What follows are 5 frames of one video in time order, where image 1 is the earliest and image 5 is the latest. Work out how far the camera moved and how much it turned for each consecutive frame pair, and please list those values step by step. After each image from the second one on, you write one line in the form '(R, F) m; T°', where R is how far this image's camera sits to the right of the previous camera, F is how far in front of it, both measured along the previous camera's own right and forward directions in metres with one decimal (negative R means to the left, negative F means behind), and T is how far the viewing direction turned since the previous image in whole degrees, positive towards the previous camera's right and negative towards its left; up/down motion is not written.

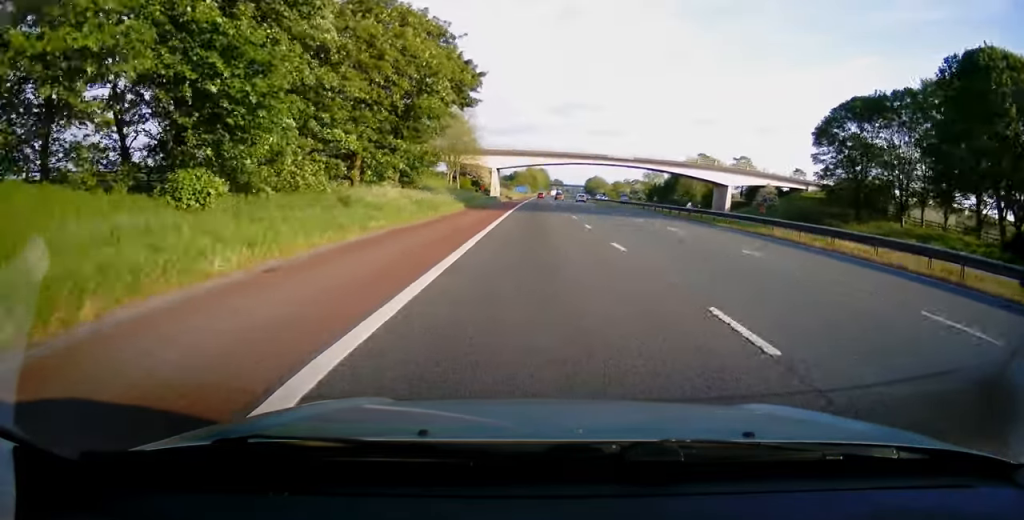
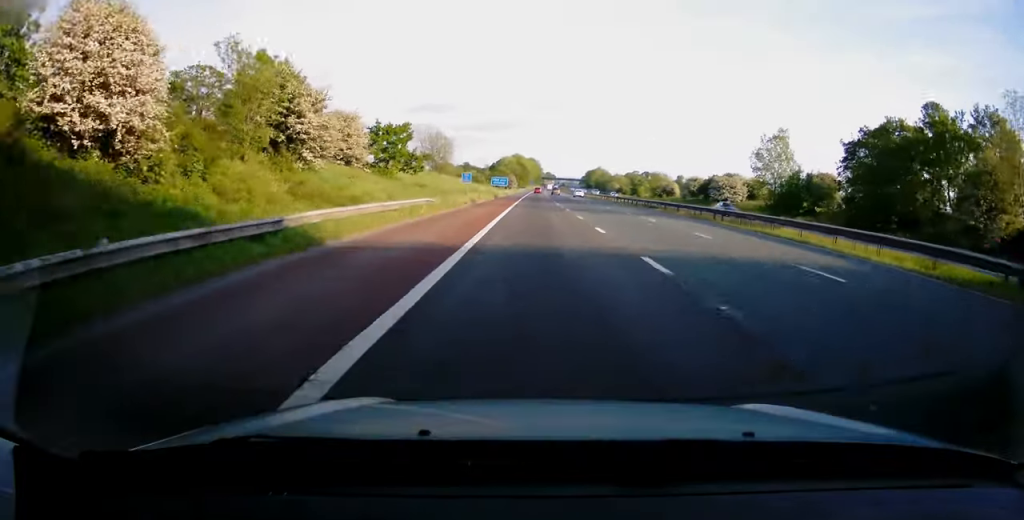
(+0.8, +102.4) m; +1°
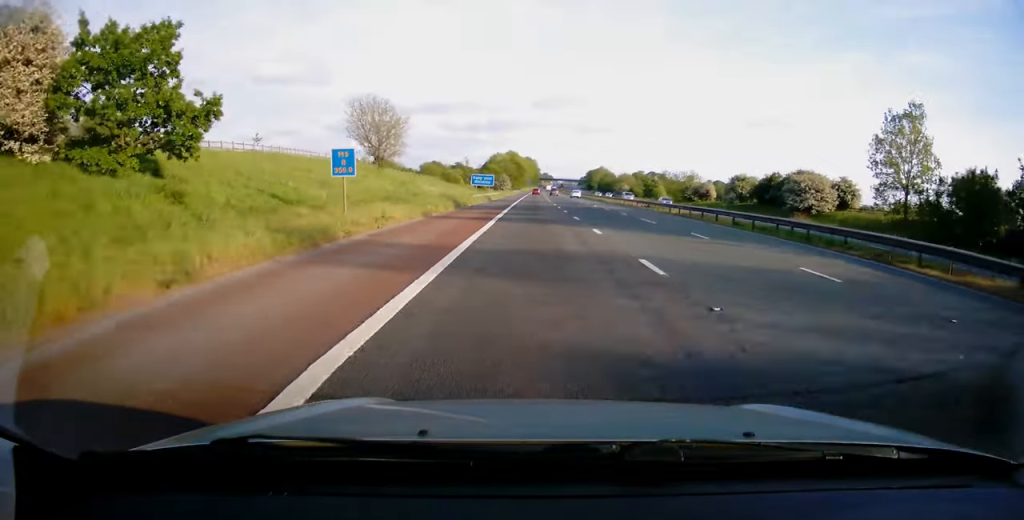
(+0.2, +36.2) m; +1°
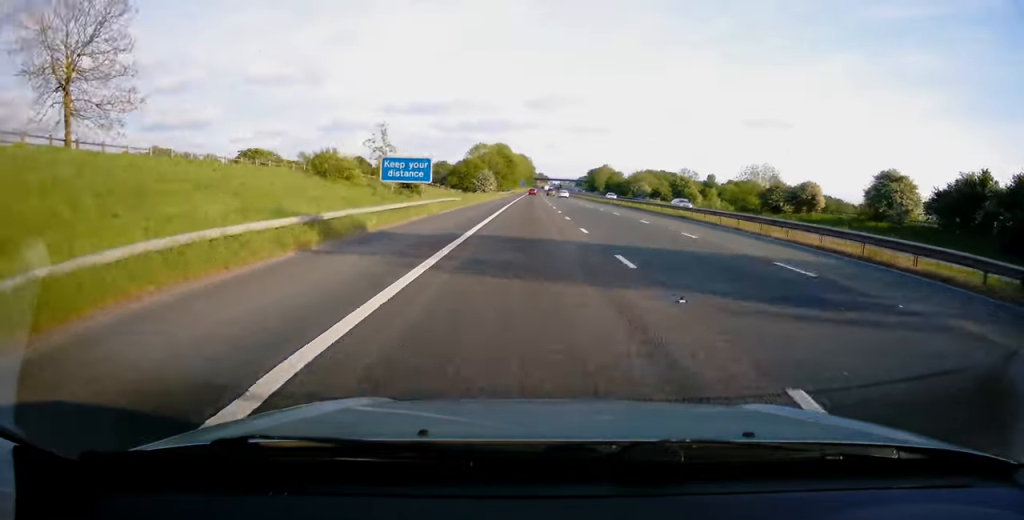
(+0.1, +53.0) m; 0°
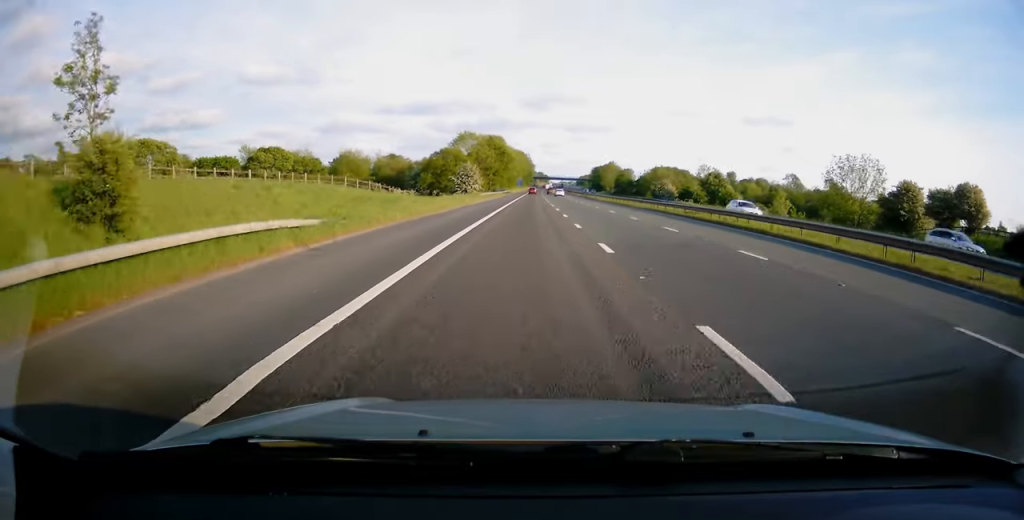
(+0.3, +33.7) m; 0°
